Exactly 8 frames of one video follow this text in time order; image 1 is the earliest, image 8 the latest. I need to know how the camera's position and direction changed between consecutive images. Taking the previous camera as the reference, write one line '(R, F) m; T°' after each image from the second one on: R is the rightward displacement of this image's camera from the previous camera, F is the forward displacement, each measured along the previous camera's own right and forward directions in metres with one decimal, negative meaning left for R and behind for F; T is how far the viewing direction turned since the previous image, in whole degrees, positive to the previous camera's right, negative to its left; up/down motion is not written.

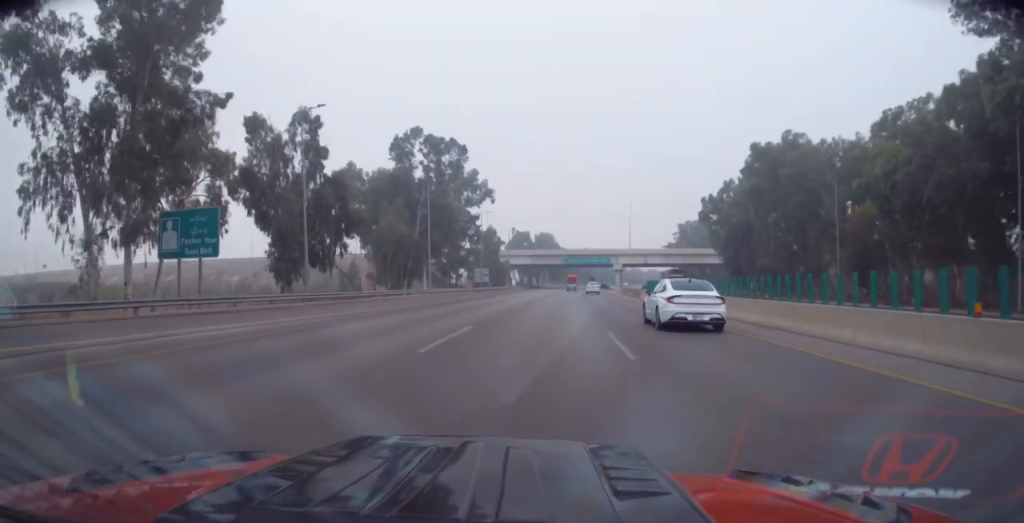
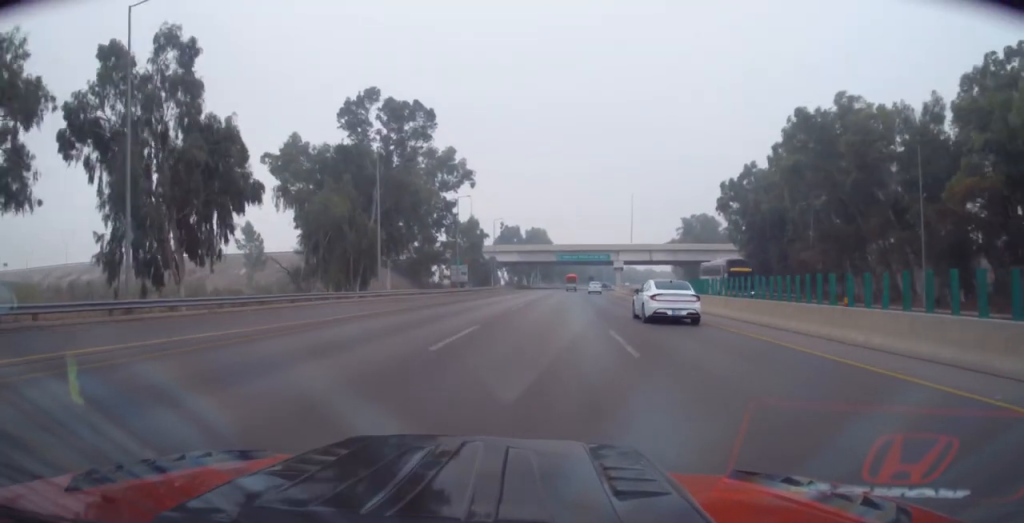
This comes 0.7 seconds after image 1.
(-0.4, +17.5) m; 0°
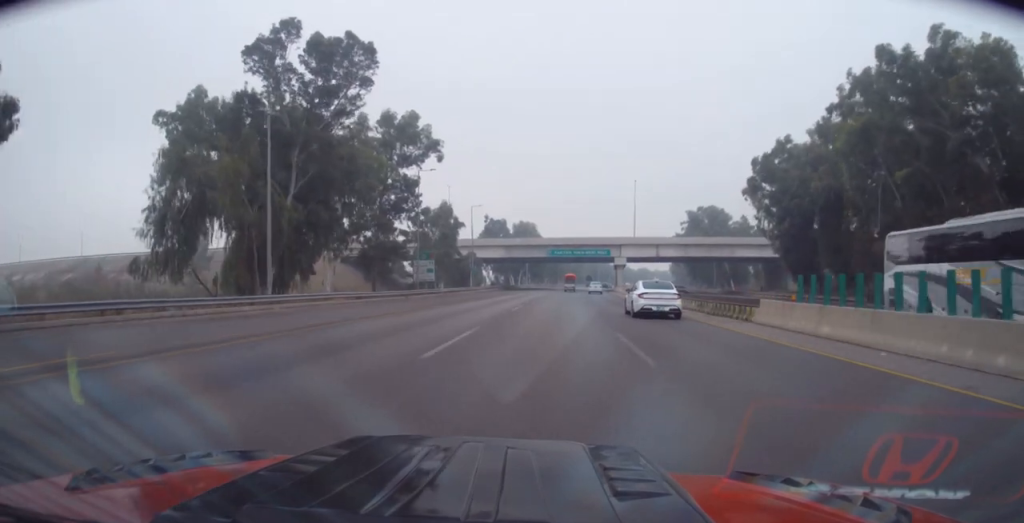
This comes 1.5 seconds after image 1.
(+0.1, +19.1) m; +1°
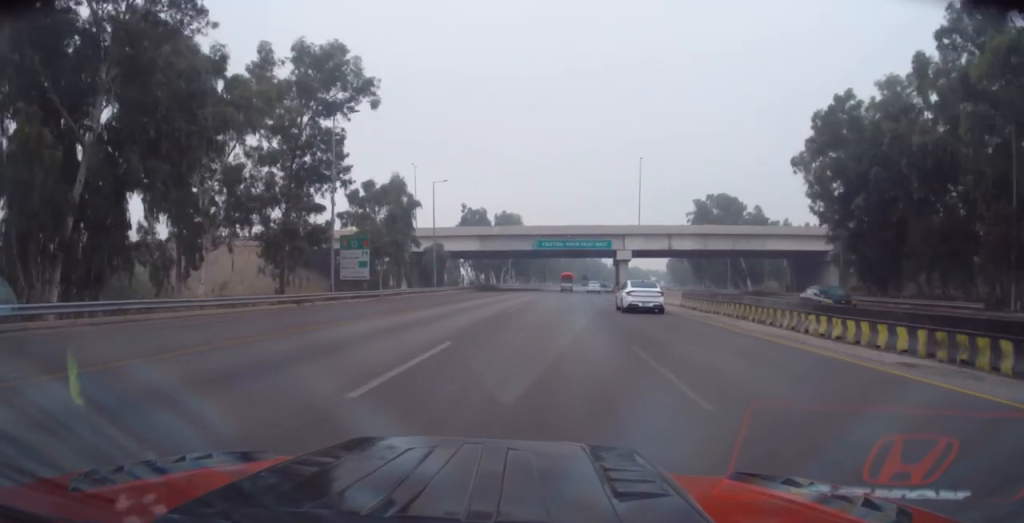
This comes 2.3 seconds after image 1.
(+0.4, +21.5) m; +2°
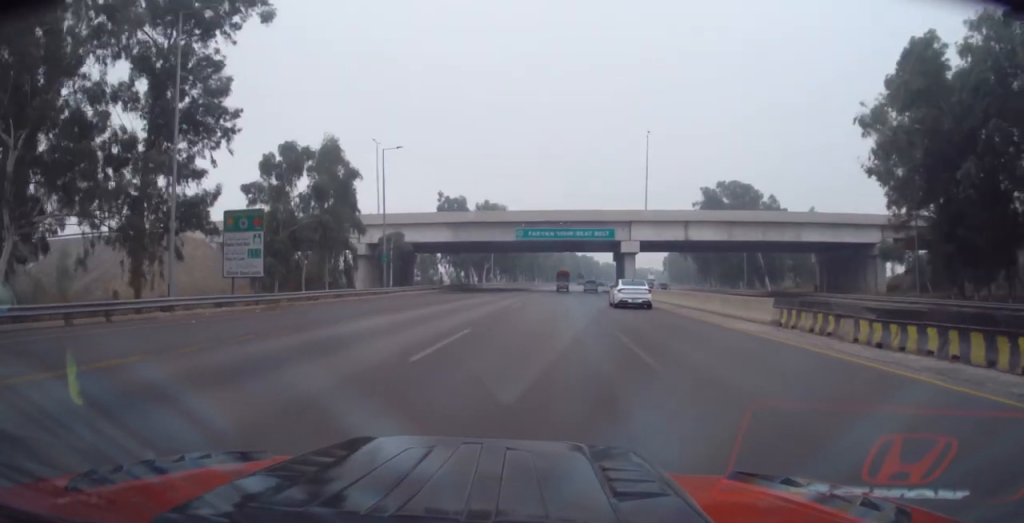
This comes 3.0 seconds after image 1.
(+0.2, +17.2) m; +1°
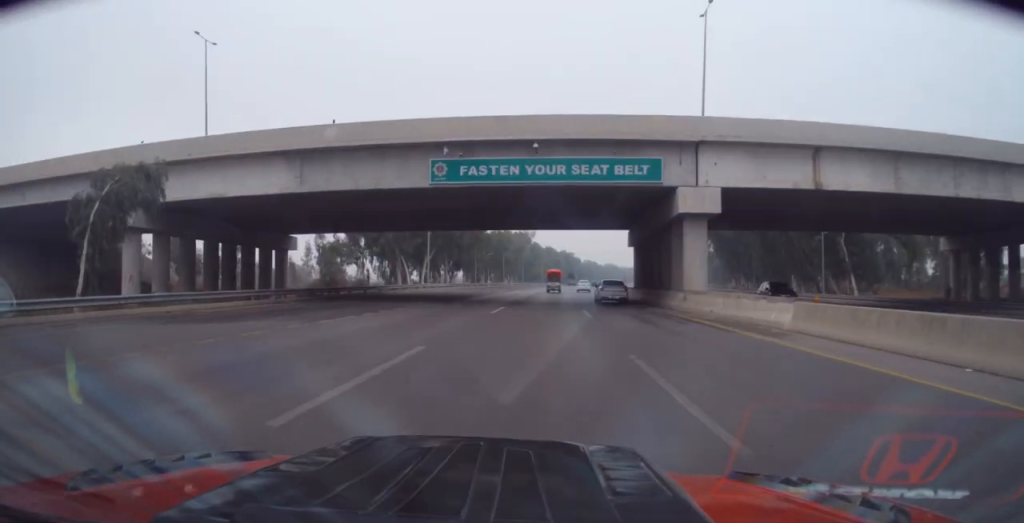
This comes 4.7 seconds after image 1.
(+0.2, +40.9) m; +2°
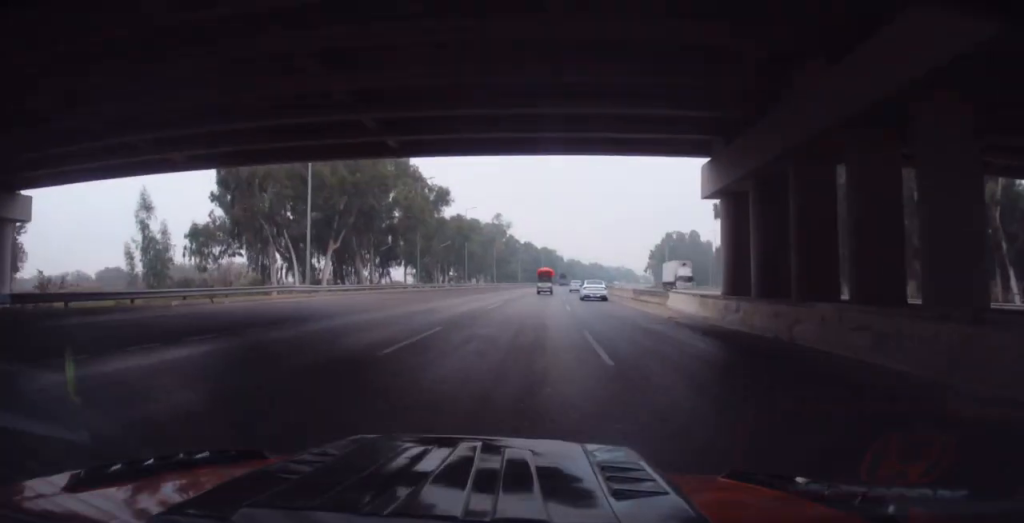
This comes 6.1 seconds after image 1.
(+0.9, +31.5) m; +1°
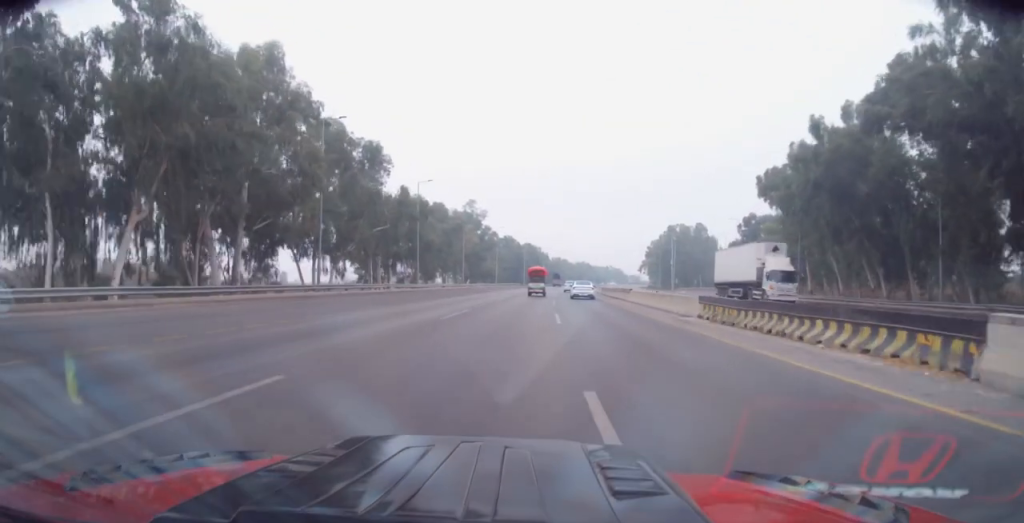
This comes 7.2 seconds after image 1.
(-0.4, +26.5) m; +1°
